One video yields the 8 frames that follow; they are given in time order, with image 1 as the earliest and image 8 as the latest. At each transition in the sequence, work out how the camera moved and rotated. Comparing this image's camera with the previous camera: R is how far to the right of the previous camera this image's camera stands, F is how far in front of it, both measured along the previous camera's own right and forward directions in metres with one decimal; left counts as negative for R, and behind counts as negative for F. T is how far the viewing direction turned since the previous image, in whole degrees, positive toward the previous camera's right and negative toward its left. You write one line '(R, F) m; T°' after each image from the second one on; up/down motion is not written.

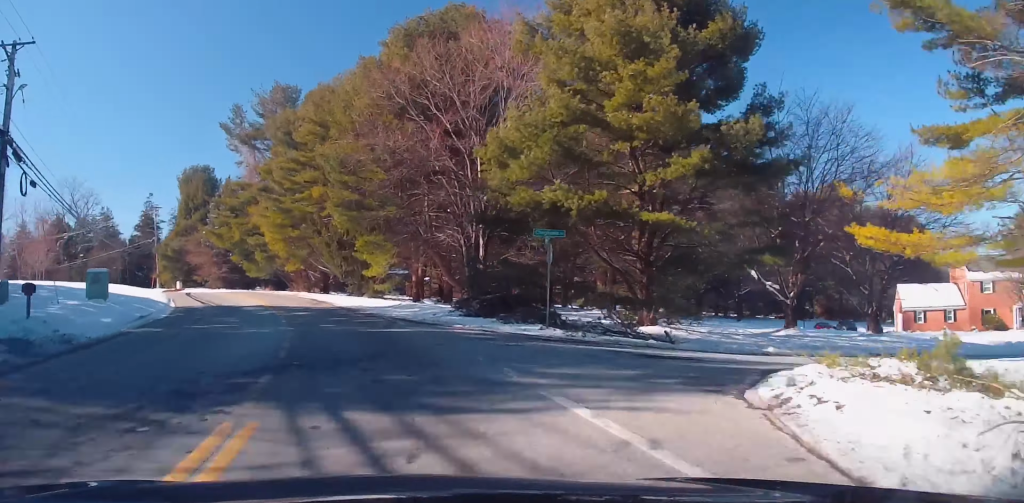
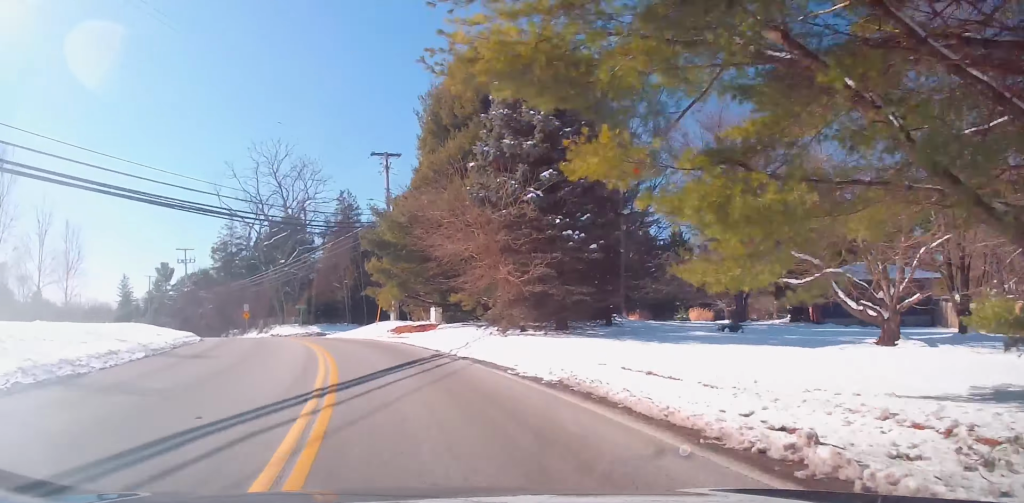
(-13.5, +53.7) m; -31°
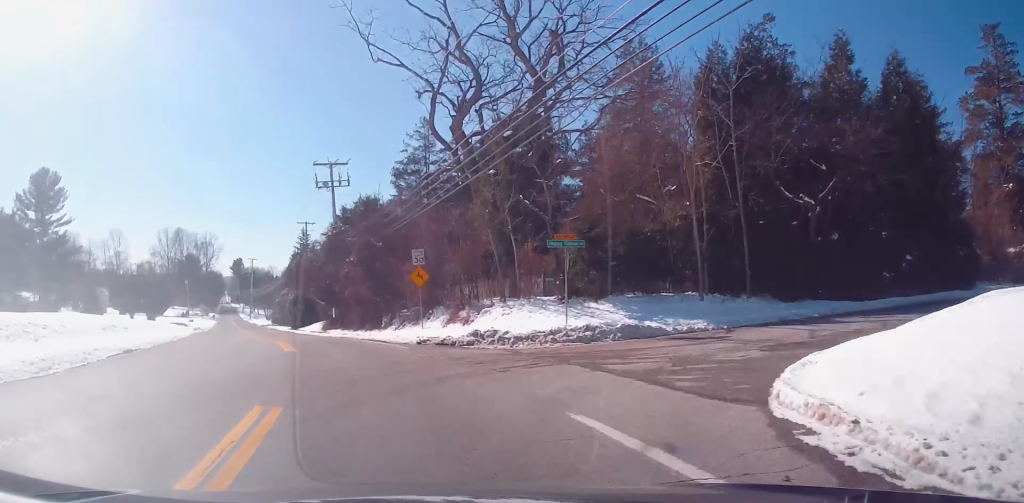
(-11.4, +45.7) m; -25°
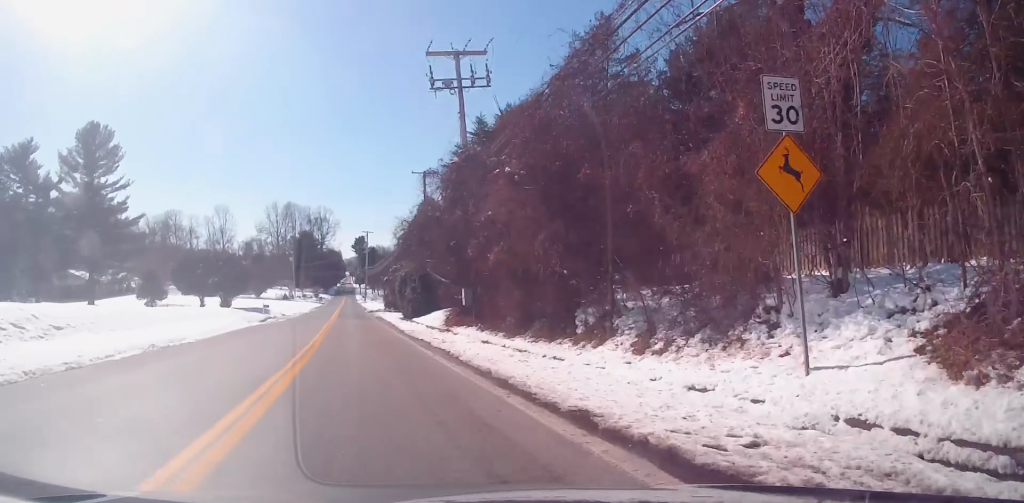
(-3.3, +23.3) m; -6°
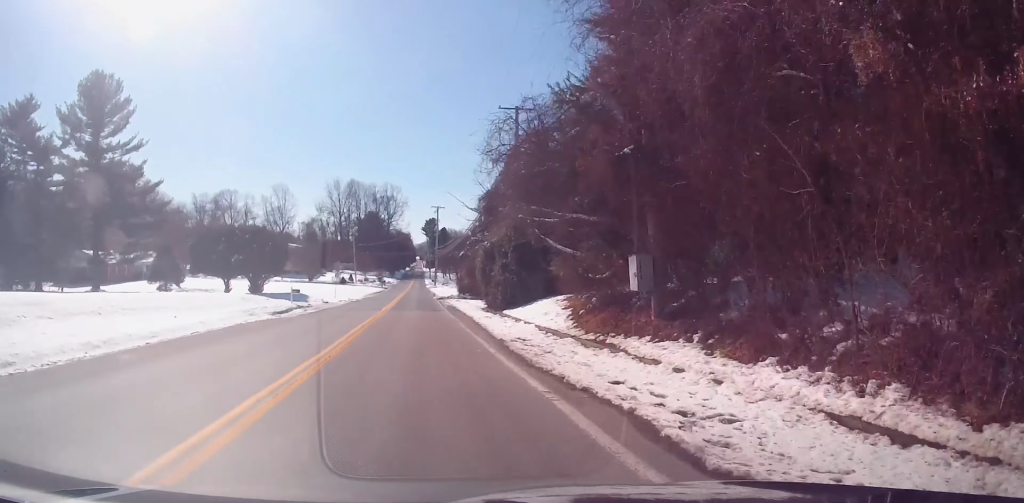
(-0.5, +17.8) m; -3°
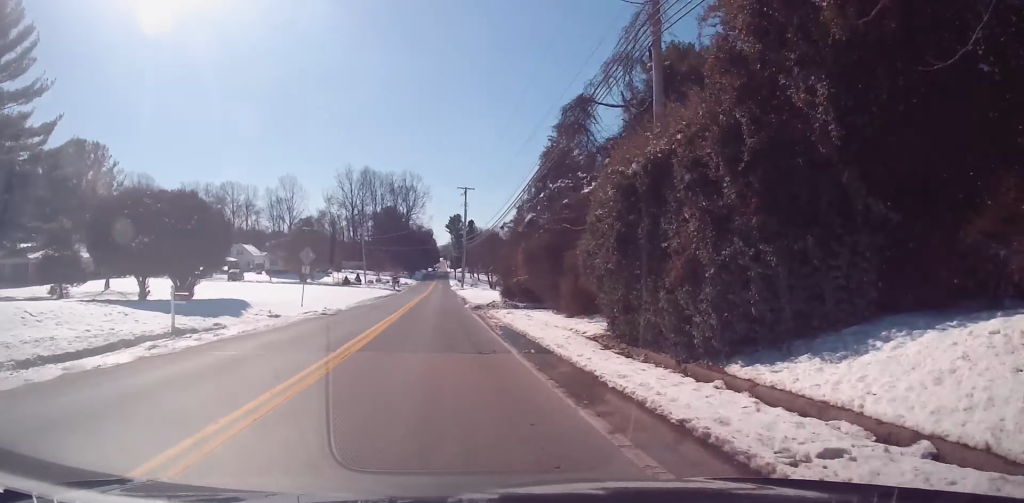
(+0.3, +23.1) m; -2°
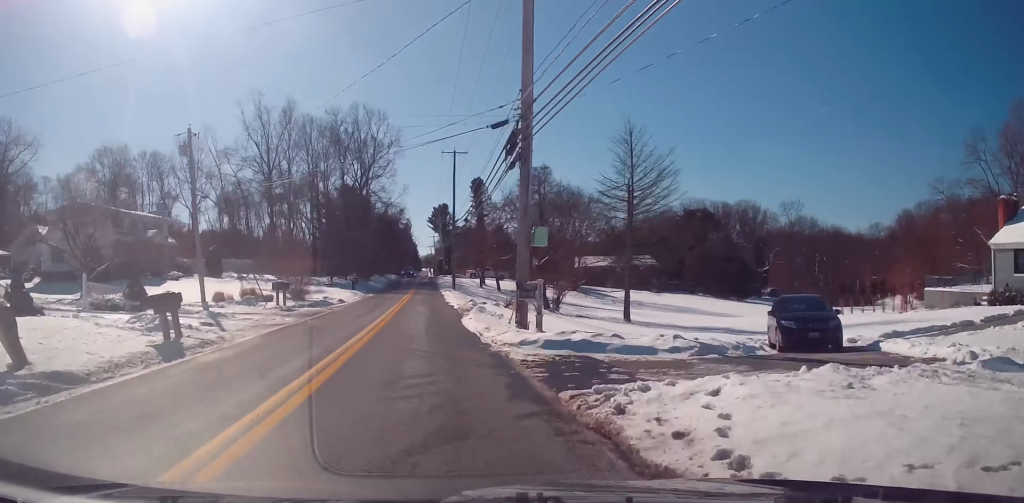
(-3.4, +69.0) m; -4°
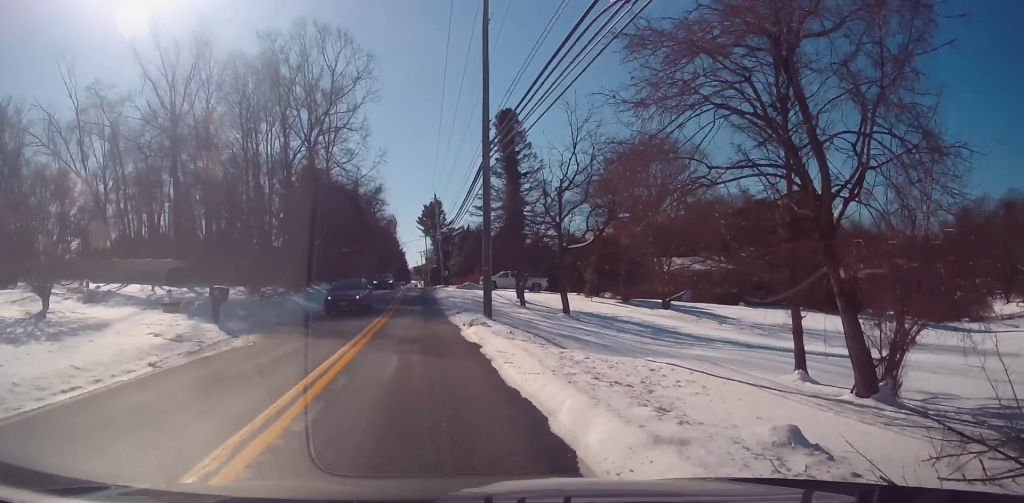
(-0.3, +36.2) m; -1°
